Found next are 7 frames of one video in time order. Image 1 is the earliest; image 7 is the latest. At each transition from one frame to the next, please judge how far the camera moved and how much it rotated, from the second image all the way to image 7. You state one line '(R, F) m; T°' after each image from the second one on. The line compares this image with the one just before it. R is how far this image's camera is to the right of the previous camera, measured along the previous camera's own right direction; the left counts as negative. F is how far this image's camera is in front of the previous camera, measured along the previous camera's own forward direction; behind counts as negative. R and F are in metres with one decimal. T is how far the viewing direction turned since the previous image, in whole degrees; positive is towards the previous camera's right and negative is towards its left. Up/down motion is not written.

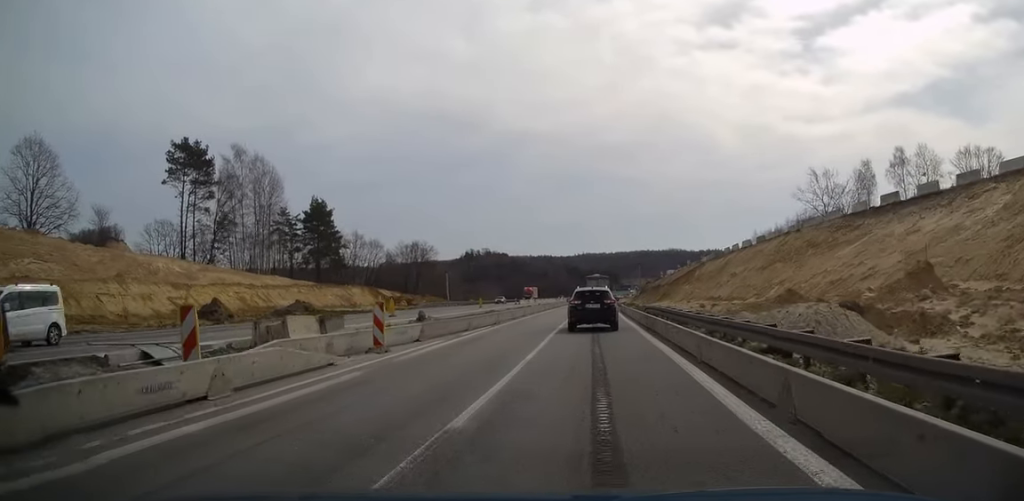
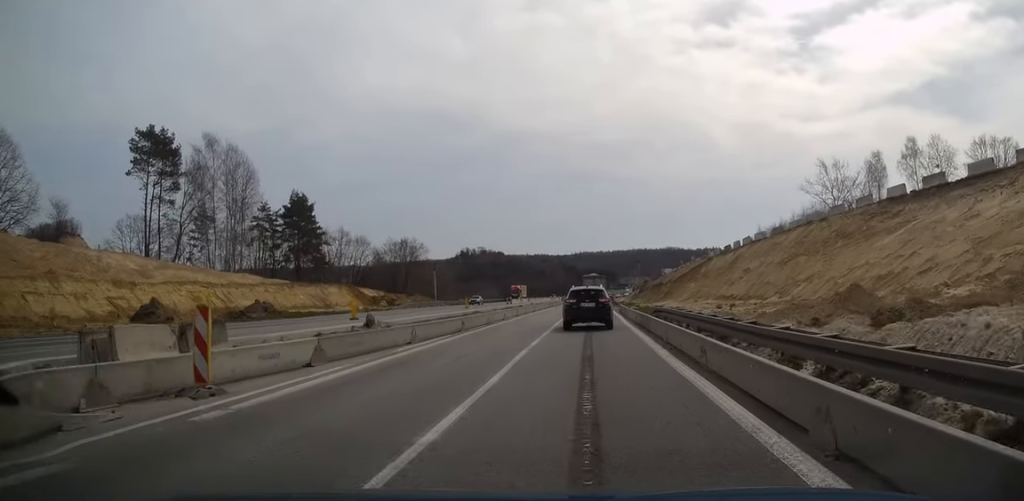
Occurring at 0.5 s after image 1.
(0.0, +7.5) m; 0°
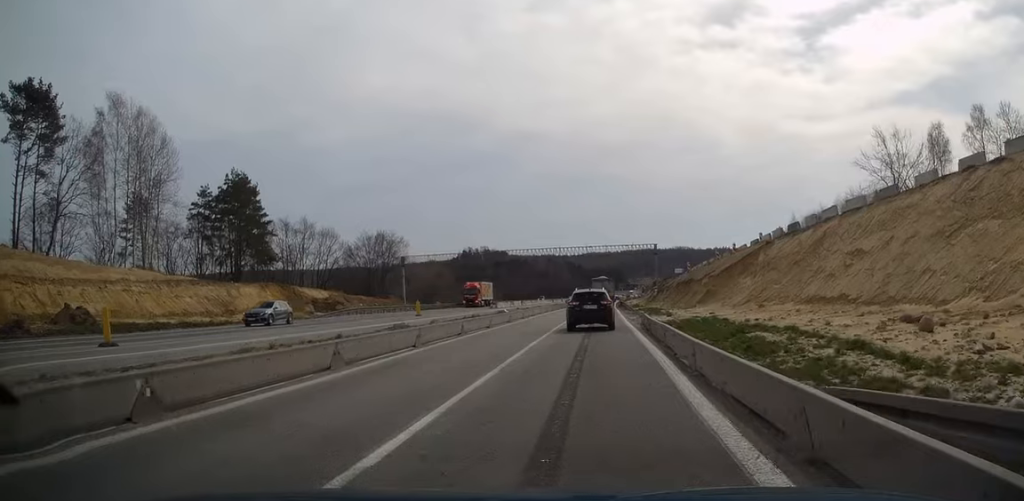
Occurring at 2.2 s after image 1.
(+0.1, +24.3) m; 0°
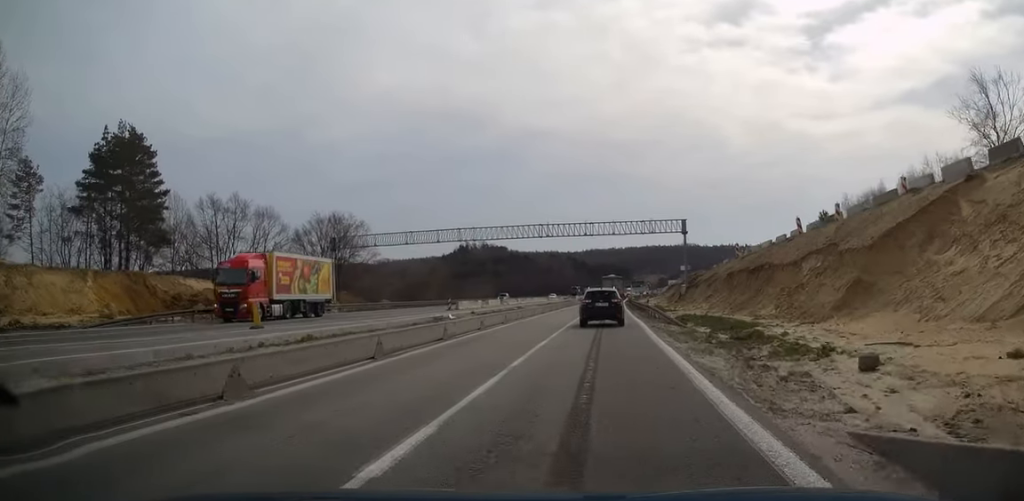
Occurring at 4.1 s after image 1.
(-0.9, +28.2) m; -2°
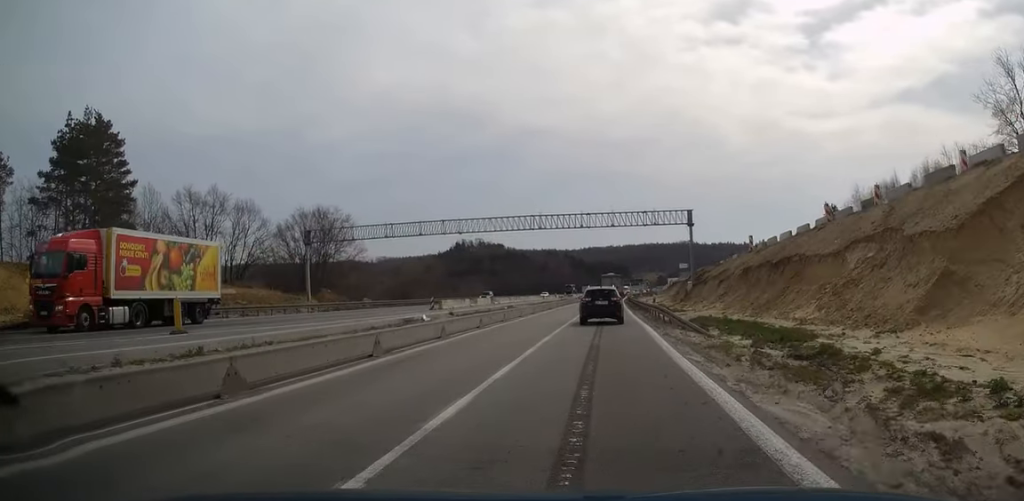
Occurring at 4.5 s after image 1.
(+0.1, +6.0) m; 0°
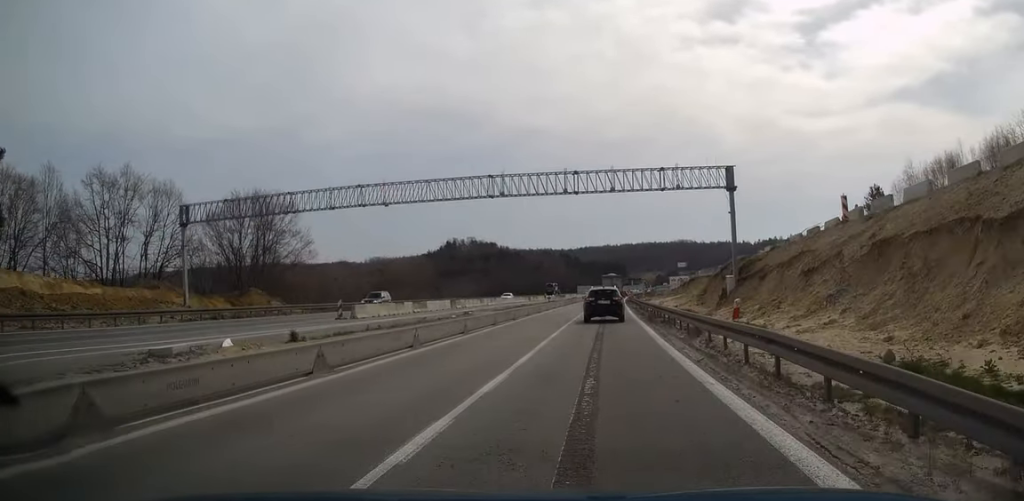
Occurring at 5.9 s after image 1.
(+0.3, +20.8) m; +1°
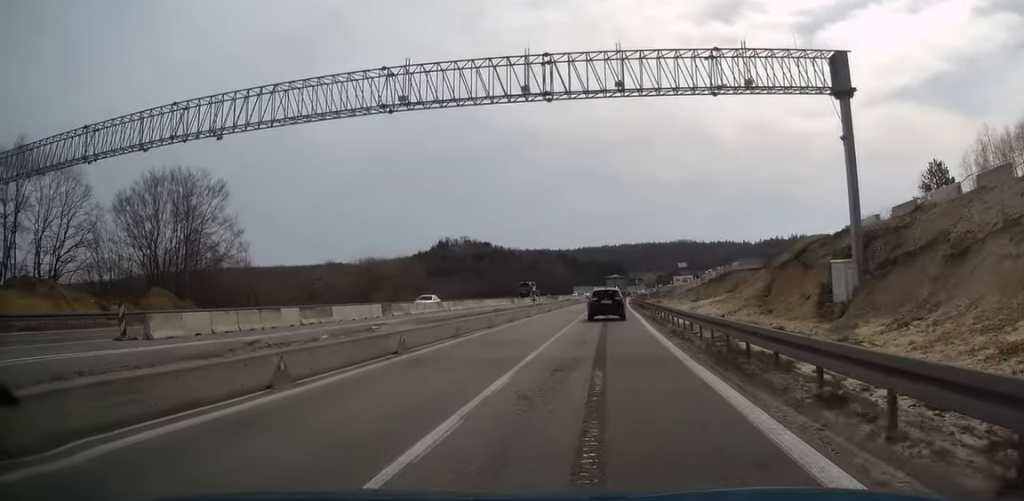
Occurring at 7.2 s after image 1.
(0.0, +19.7) m; +1°
